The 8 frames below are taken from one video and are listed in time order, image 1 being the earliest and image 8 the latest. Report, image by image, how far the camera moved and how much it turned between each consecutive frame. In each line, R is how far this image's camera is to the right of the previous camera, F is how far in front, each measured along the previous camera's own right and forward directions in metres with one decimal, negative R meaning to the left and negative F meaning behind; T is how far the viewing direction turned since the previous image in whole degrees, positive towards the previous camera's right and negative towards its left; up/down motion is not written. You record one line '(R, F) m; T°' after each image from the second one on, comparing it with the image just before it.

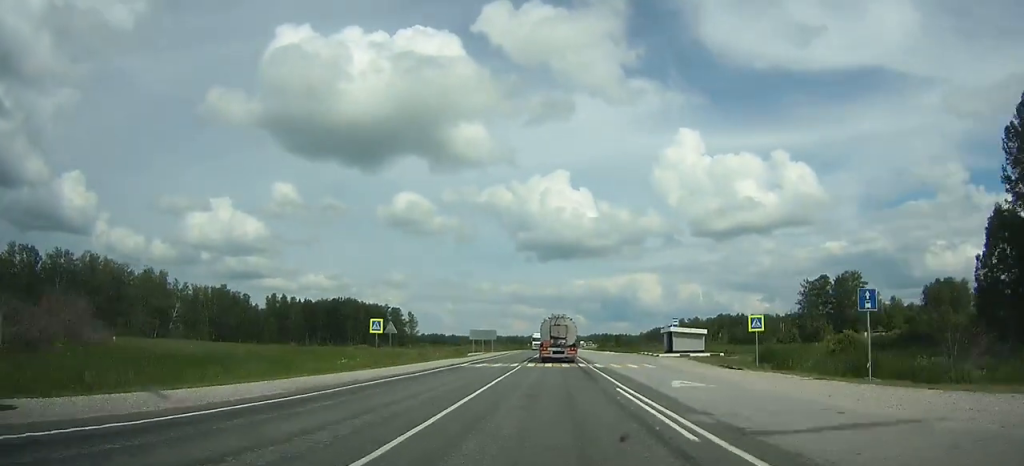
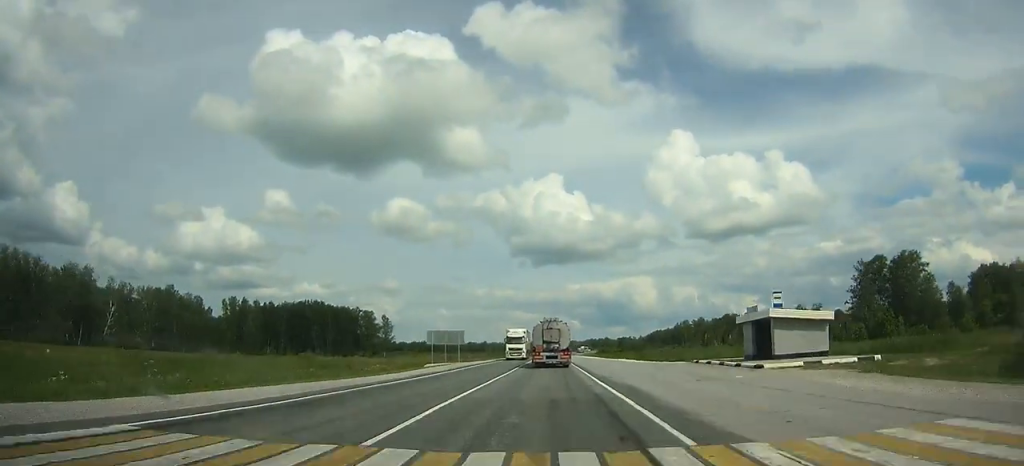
(0.0, +31.2) m; 0°
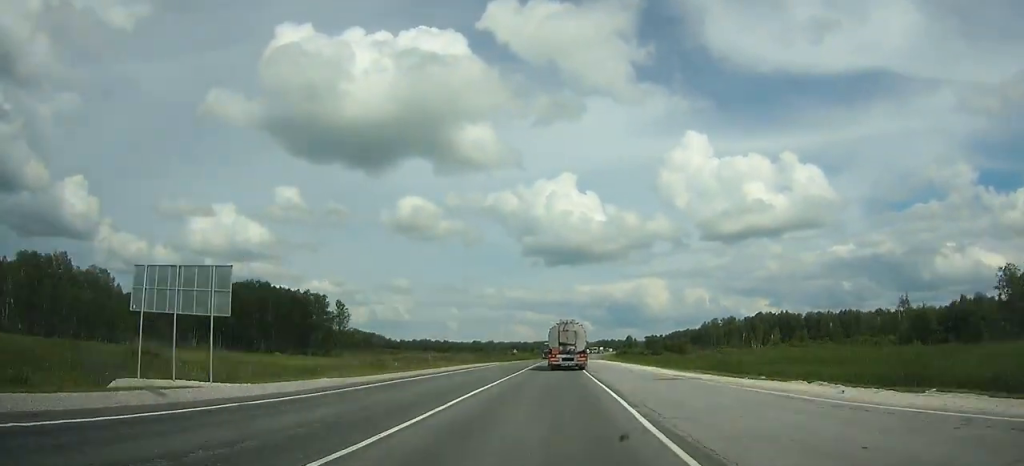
(-0.3, +57.9) m; 0°
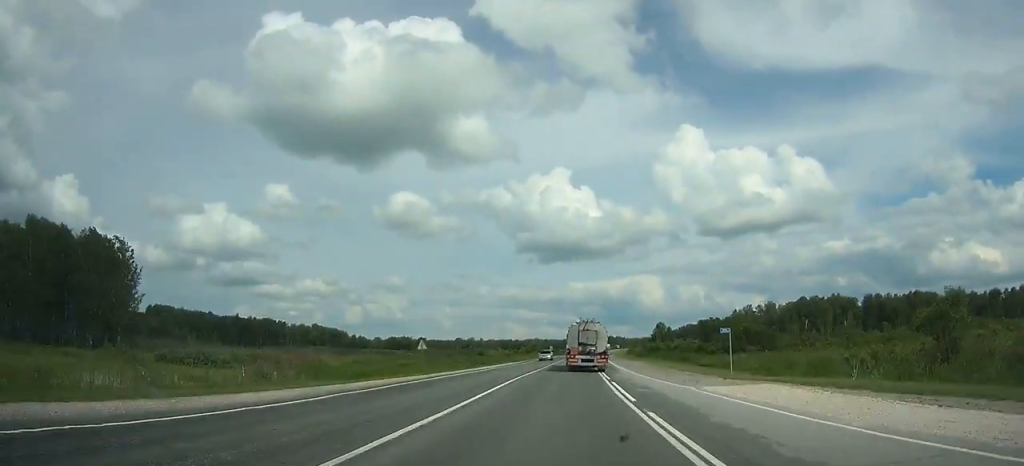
(+1.8, +86.0) m; +2°
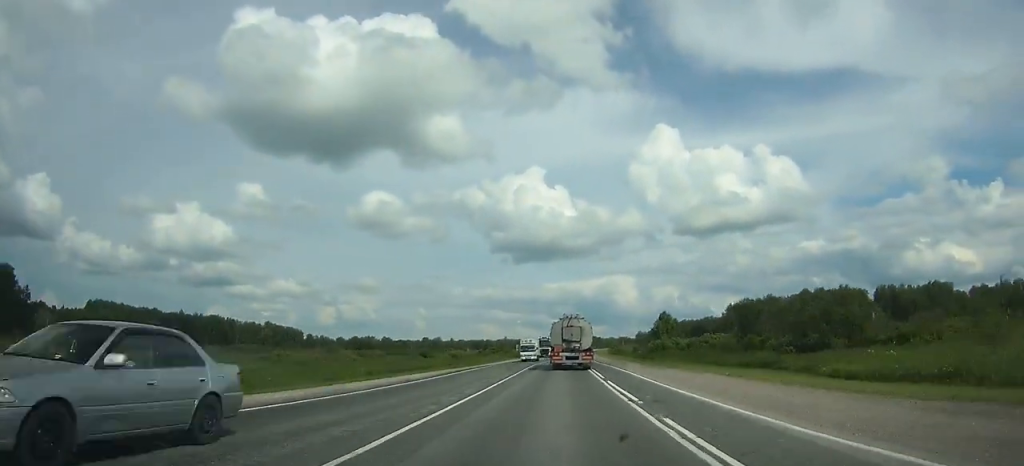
(+0.3, +38.2) m; 0°
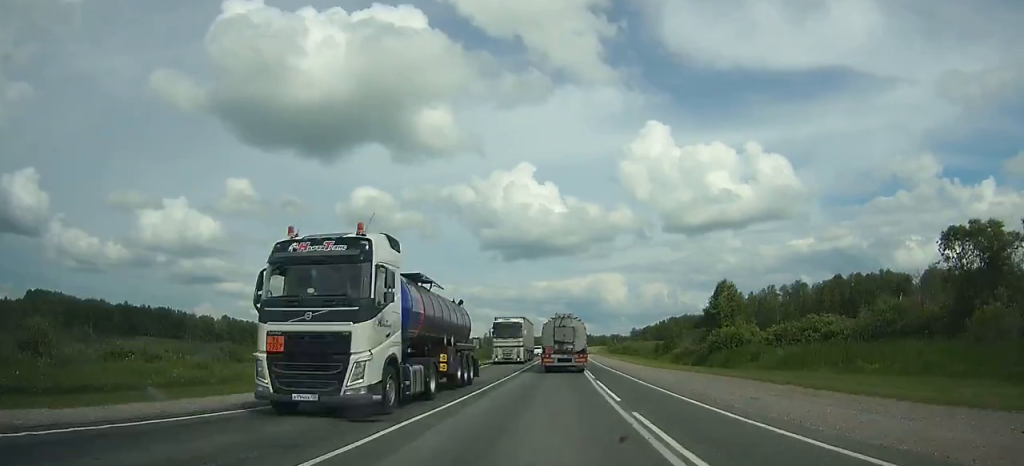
(0.0, +45.8) m; 0°
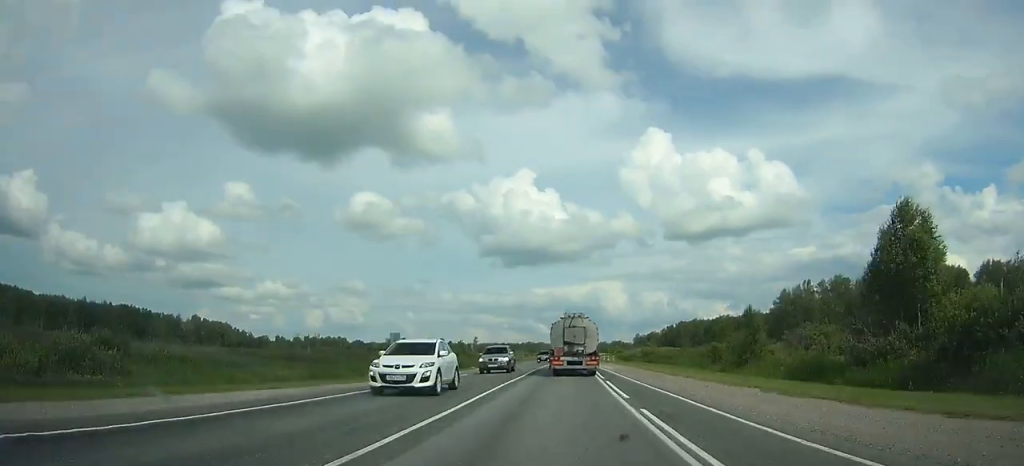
(-0.1, +34.3) m; +1°
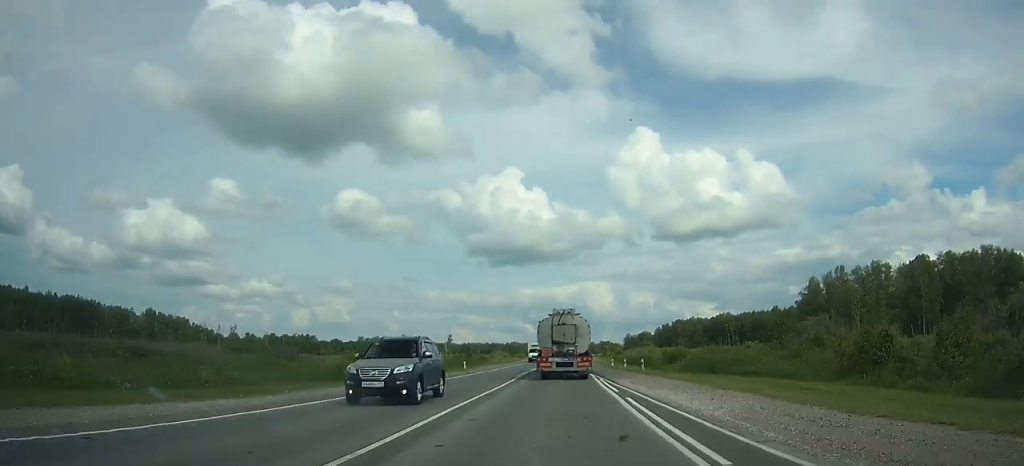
(+0.3, +32.3) m; +1°
